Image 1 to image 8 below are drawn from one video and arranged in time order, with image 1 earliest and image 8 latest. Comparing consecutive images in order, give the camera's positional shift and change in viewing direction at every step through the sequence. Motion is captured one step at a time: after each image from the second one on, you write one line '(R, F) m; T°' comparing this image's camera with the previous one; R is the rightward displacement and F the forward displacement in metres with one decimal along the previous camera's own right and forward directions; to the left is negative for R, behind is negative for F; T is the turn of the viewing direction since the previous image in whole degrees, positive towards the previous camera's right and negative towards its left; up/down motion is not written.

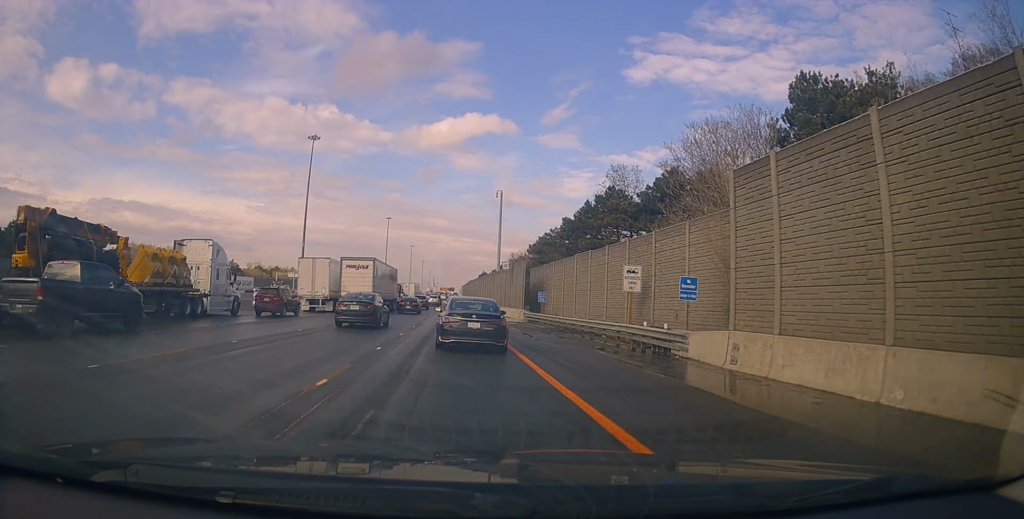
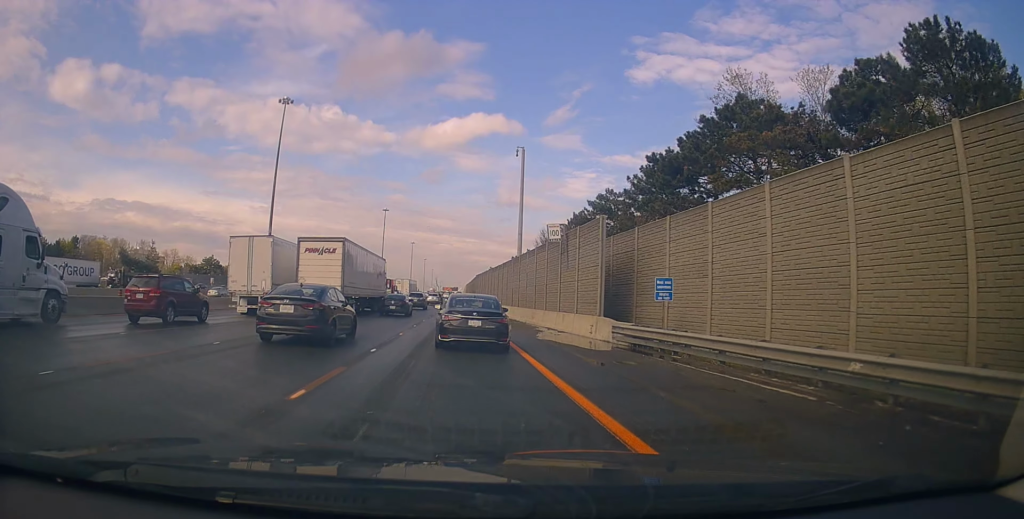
(-0.9, +25.9) m; -3°
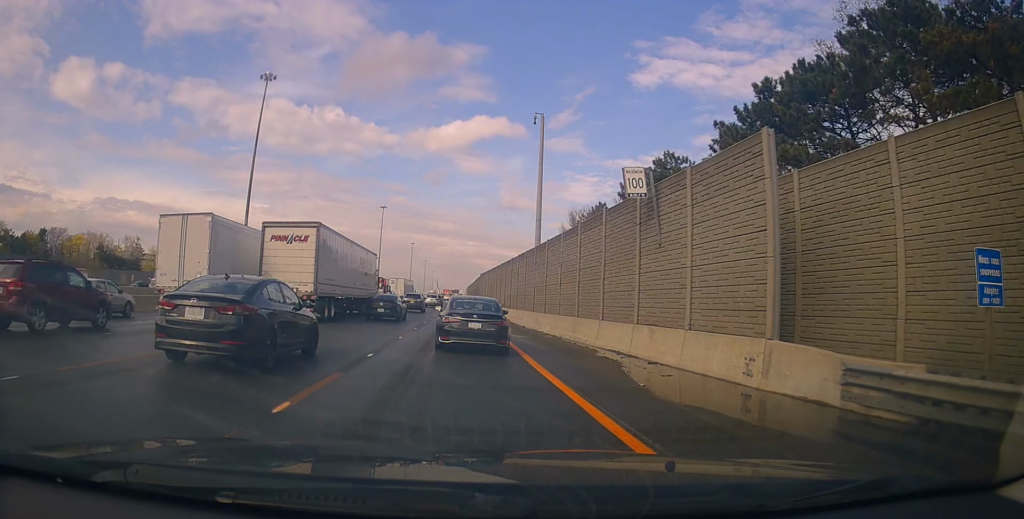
(+0.6, +13.1) m; +4°
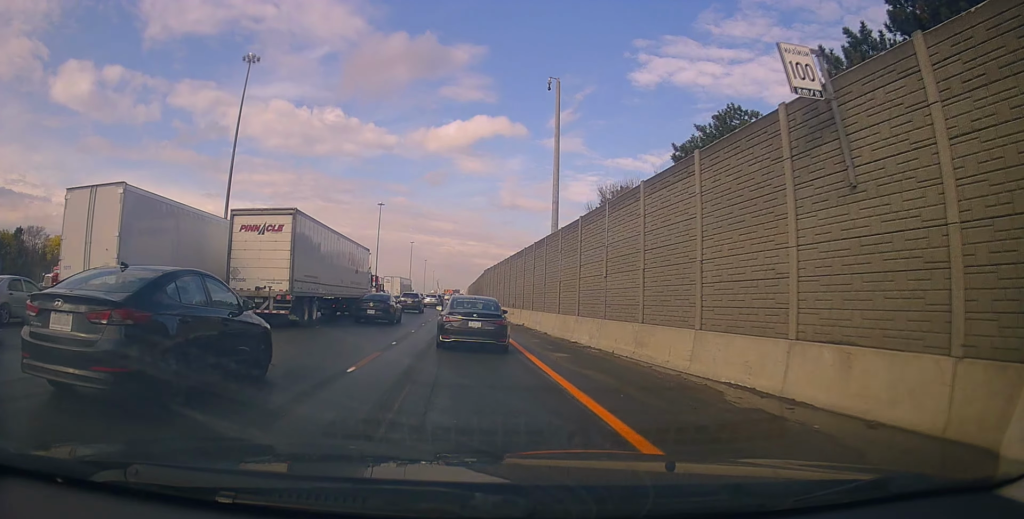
(+0.2, +8.8) m; -3°
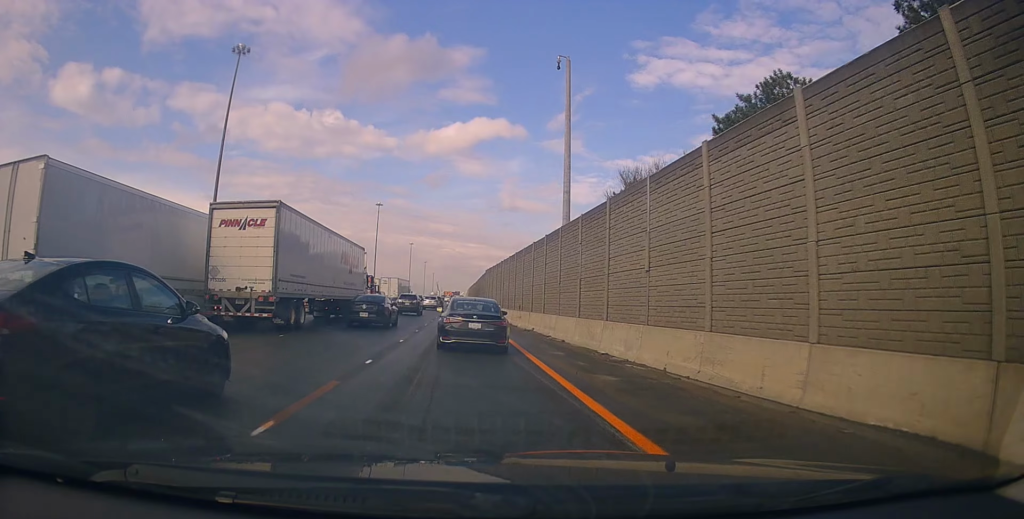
(-0.2, +4.6) m; -1°
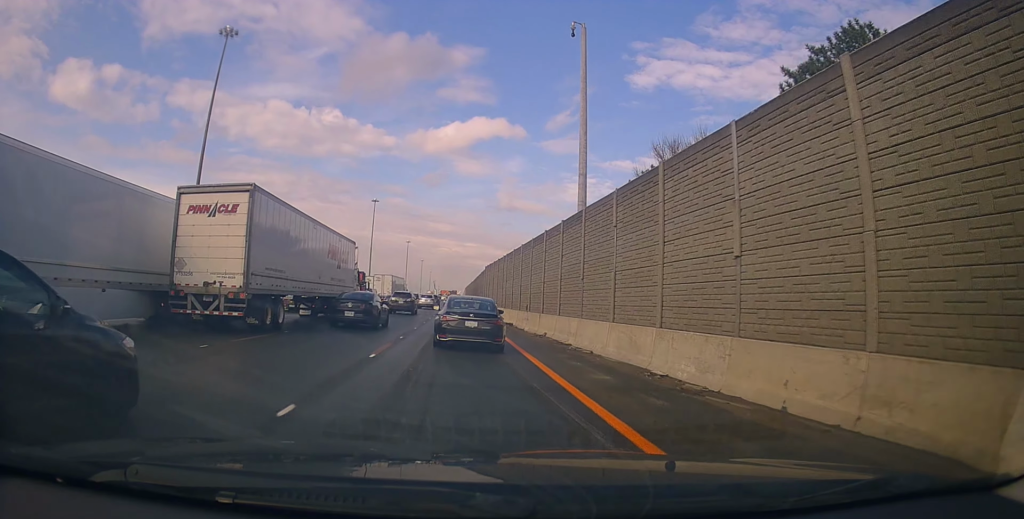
(-0.3, +5.2) m; -1°
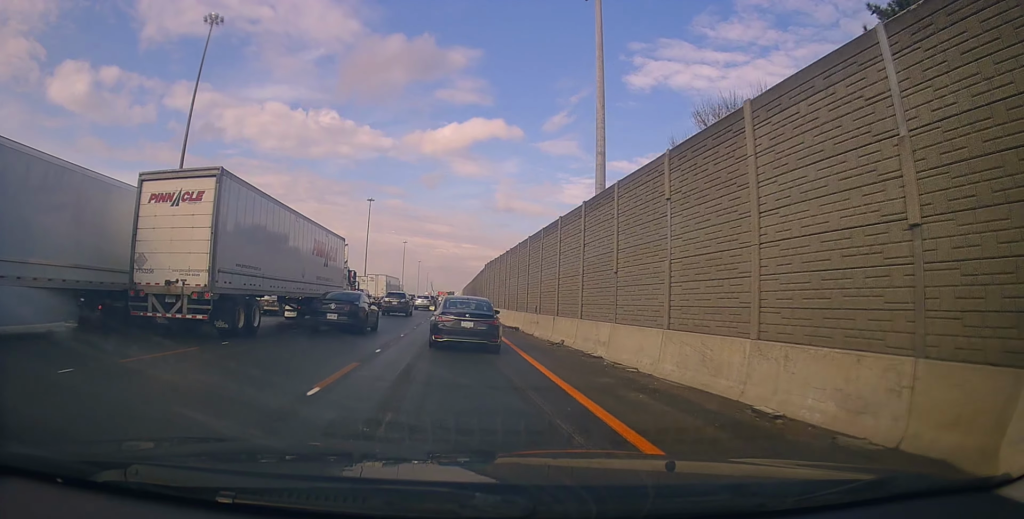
(0.0, +4.7) m; 0°
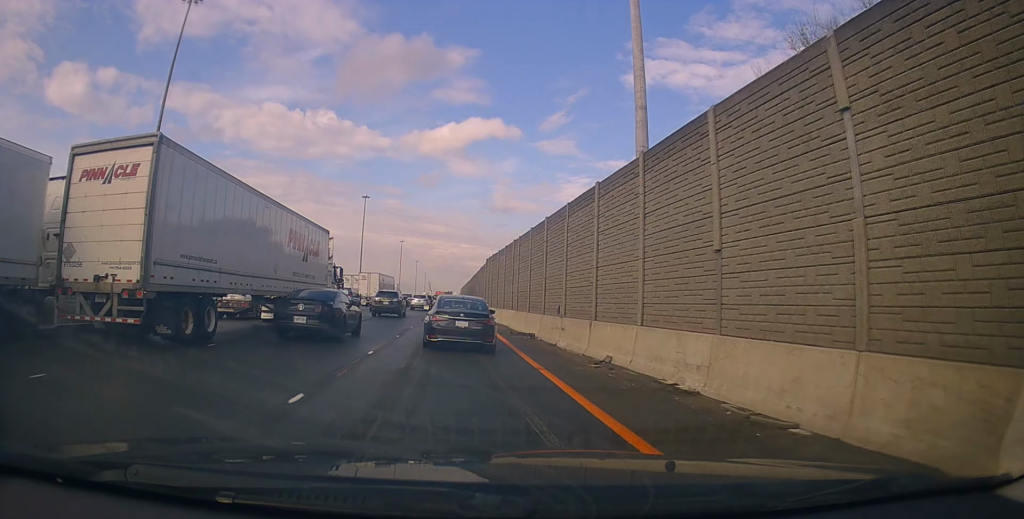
(+0.2, +6.6) m; +2°
